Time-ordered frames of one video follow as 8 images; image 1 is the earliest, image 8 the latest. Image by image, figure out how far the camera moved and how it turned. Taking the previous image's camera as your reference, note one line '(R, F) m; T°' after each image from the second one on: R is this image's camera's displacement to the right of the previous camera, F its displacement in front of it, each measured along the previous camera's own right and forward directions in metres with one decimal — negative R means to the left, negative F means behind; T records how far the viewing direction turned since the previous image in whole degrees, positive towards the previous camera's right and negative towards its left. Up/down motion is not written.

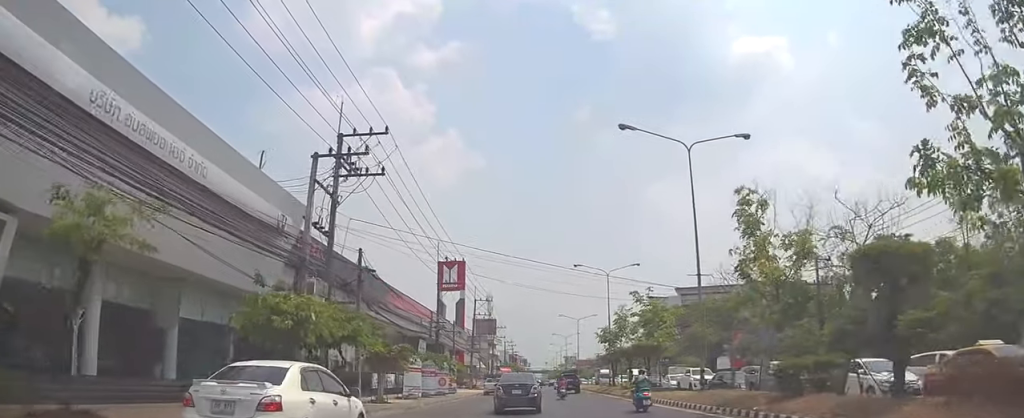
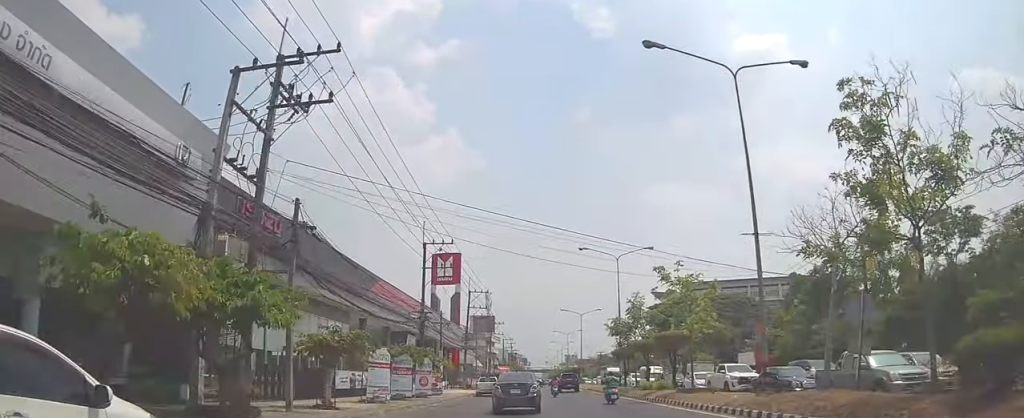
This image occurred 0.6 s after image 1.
(0.0, +7.3) m; 0°
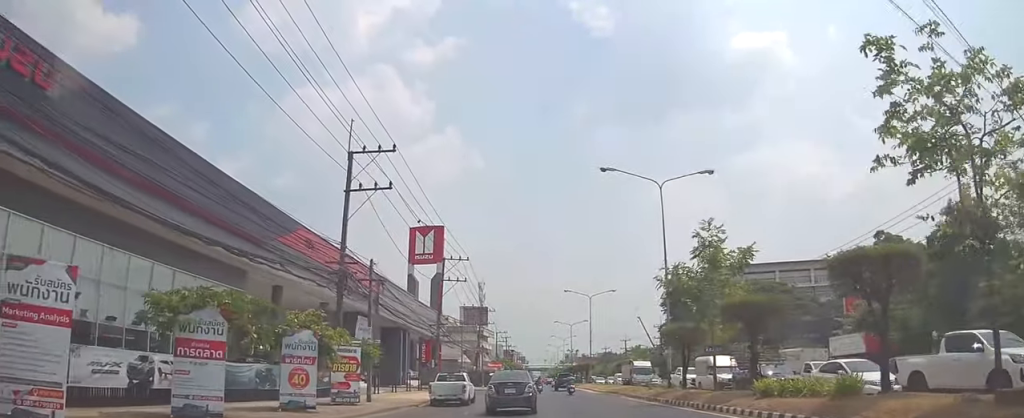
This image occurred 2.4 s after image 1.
(+0.2, +20.0) m; +1°
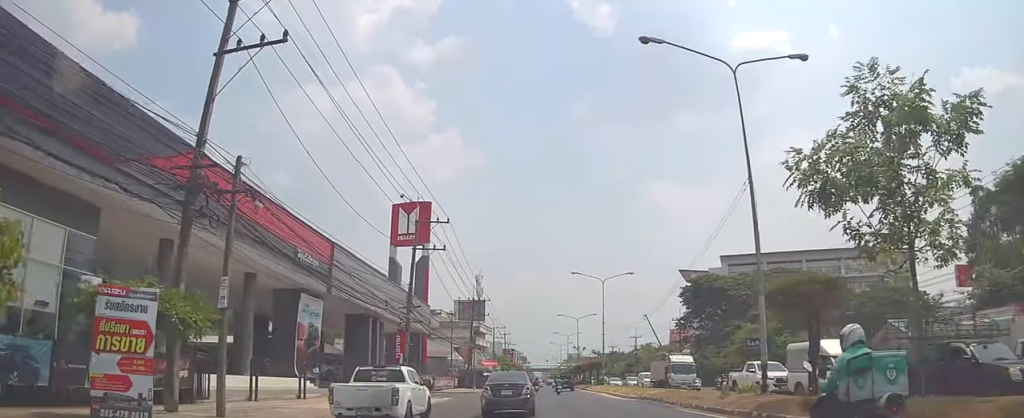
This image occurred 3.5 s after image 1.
(-0.1, +13.8) m; -1°
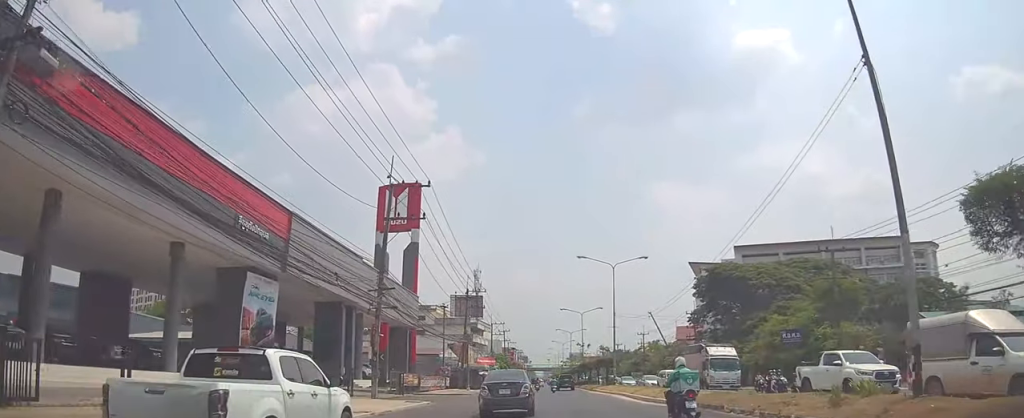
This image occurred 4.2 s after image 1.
(-0.1, +8.2) m; -1°
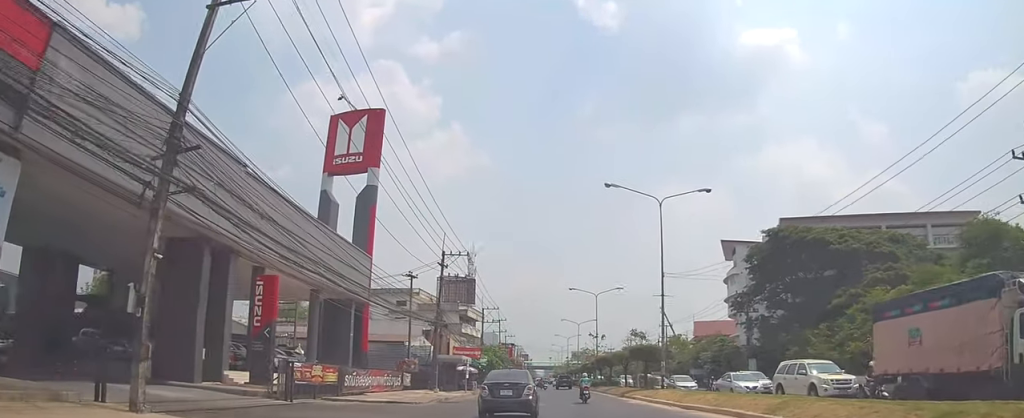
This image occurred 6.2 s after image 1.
(-1.1, +21.4) m; -1°
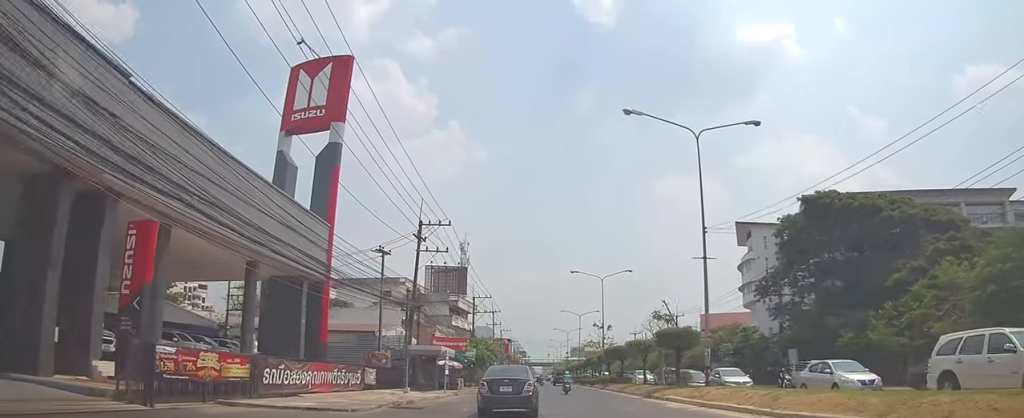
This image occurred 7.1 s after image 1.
(+0.8, +9.7) m; +3°
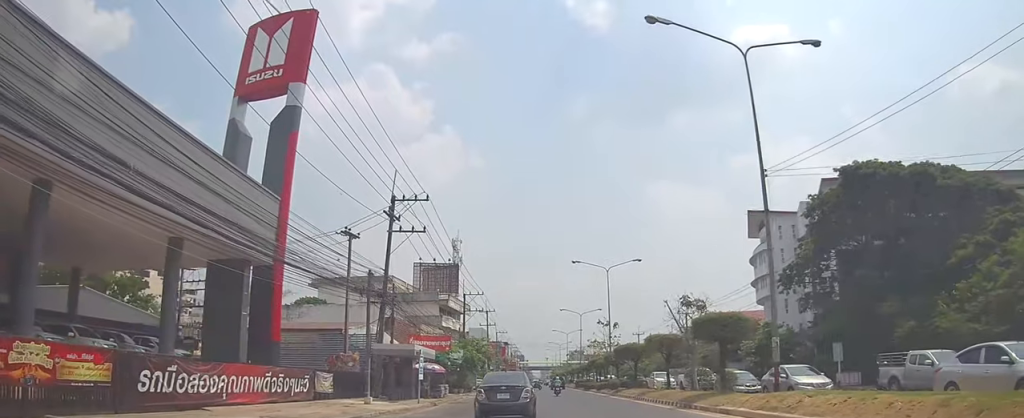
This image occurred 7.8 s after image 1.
(0.0, +7.6) m; -1°
